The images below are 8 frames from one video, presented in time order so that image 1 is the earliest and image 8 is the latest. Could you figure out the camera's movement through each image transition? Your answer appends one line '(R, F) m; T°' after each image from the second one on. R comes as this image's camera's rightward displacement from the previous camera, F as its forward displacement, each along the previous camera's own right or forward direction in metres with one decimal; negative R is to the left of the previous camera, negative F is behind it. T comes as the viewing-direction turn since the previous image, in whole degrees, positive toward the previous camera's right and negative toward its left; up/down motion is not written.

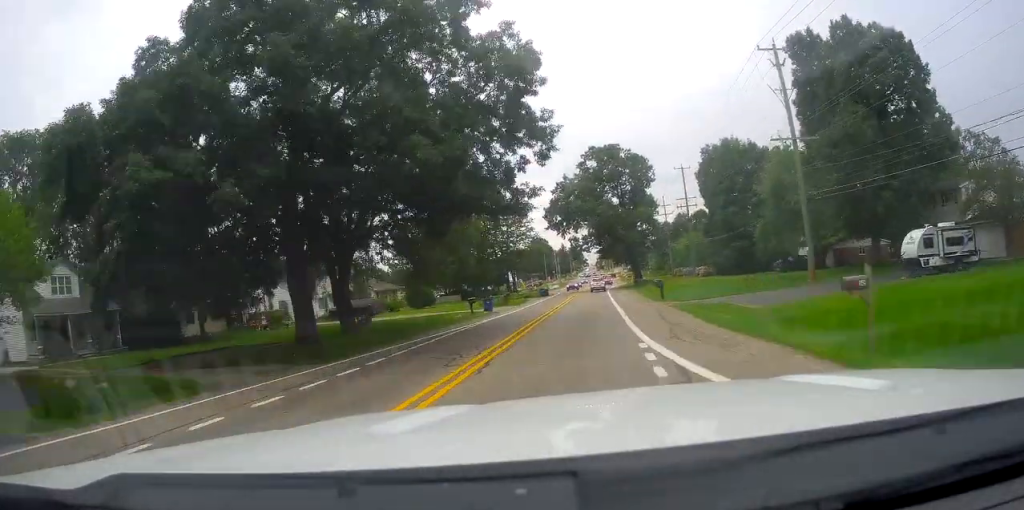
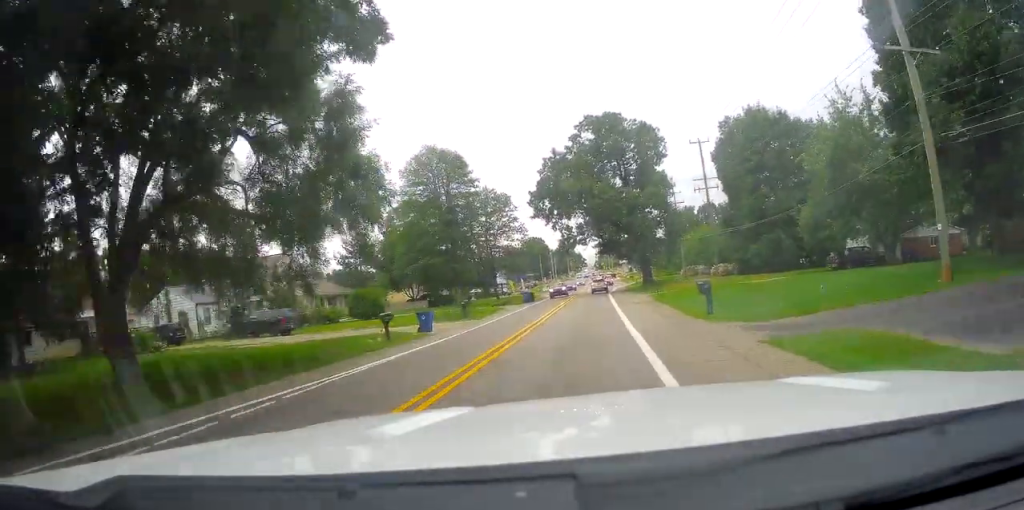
(+0.6, +16.4) m; +2°
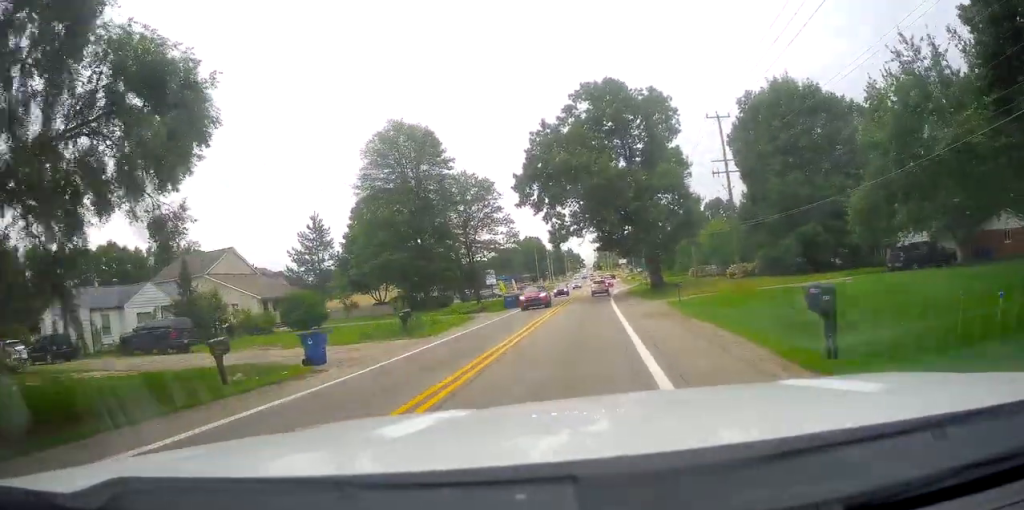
(+0.1, +11.9) m; 0°
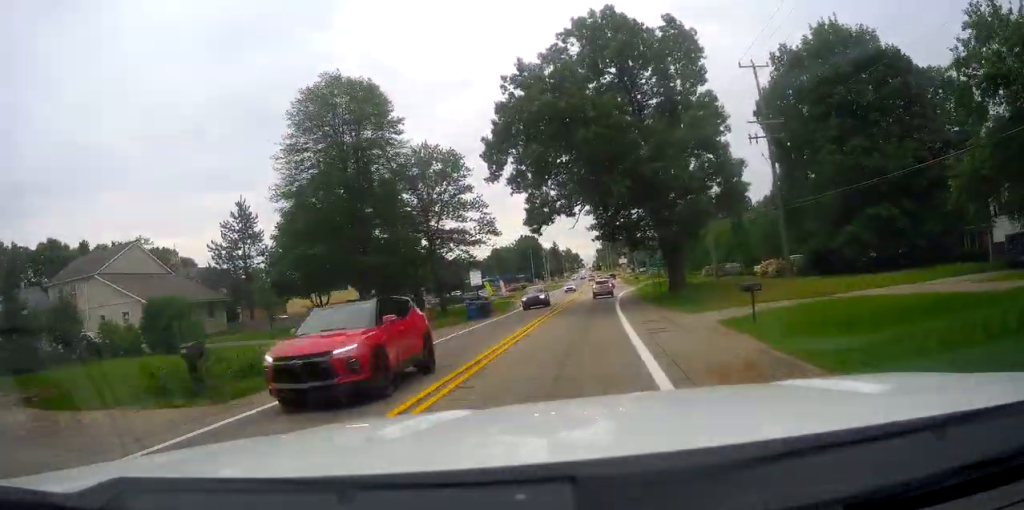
(-0.1, +15.5) m; -1°
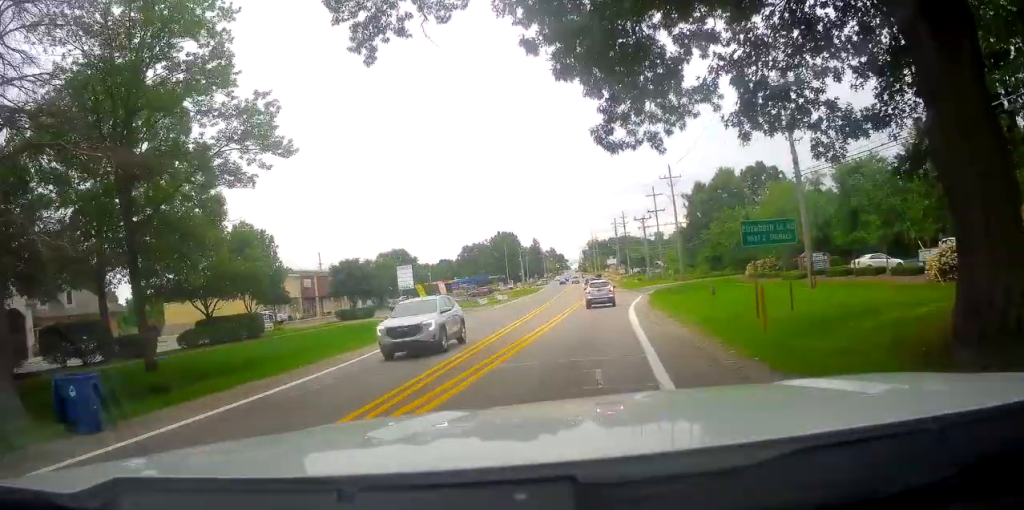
(+0.4, +37.6) m; +1°
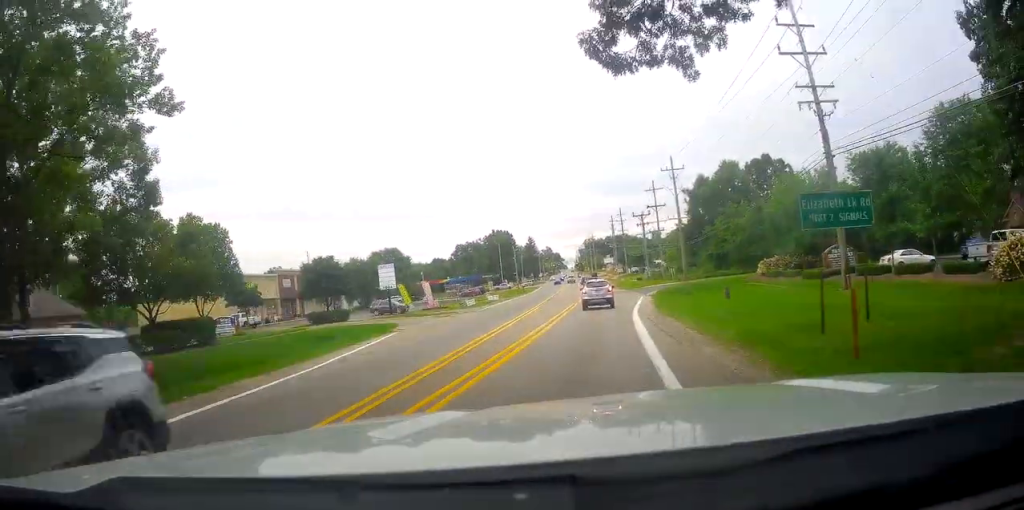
(0.0, +5.8) m; 0°
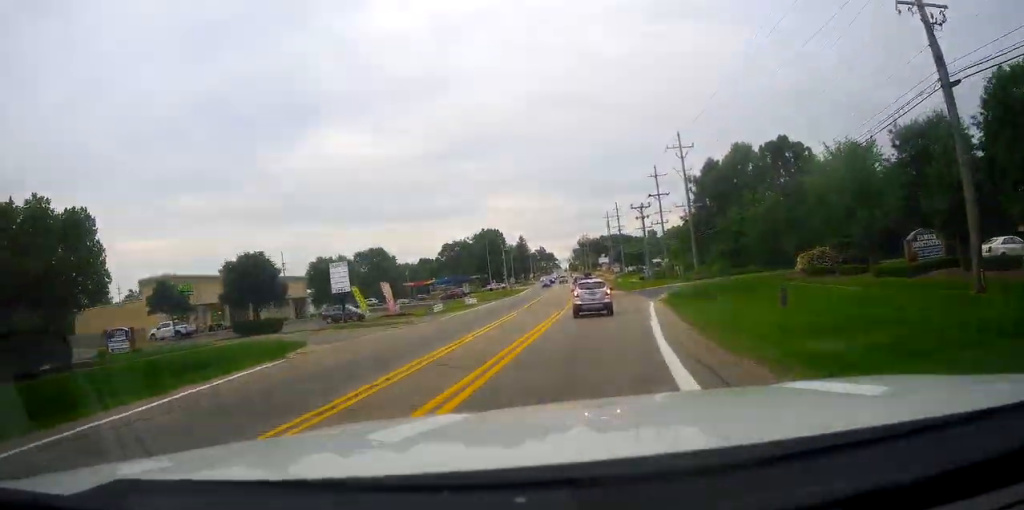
(0.0, +12.9) m; 0°
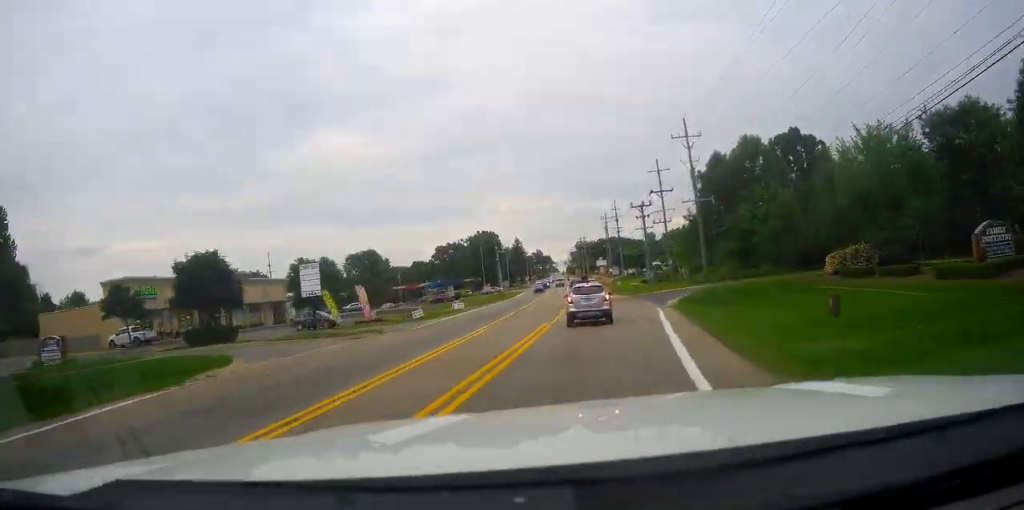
(0.0, +7.2) m; 0°
